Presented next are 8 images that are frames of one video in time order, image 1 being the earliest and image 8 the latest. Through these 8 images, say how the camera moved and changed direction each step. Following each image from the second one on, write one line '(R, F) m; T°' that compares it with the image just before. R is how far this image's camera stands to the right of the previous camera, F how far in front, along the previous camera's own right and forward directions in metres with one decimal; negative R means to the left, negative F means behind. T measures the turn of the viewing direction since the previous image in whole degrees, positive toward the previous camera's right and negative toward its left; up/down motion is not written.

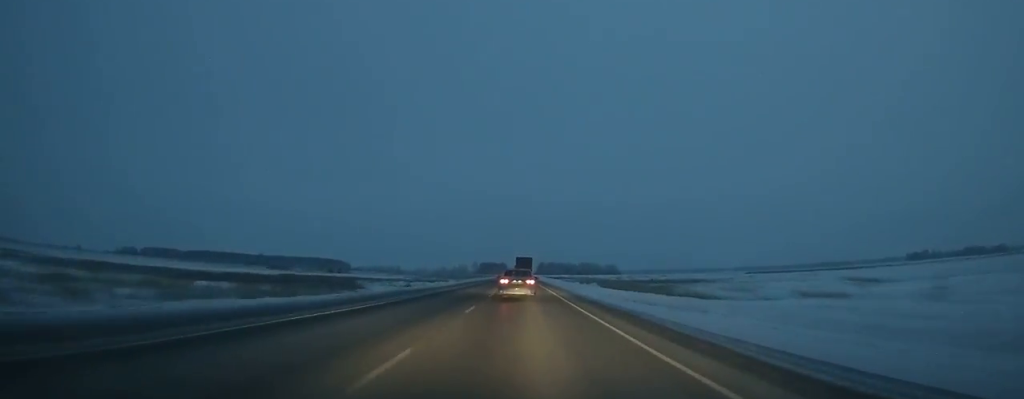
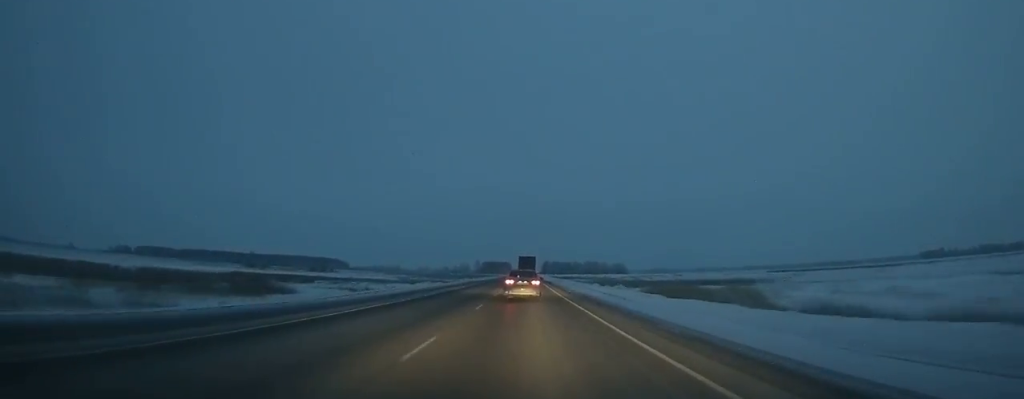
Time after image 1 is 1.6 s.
(-0.3, +33.5) m; 0°
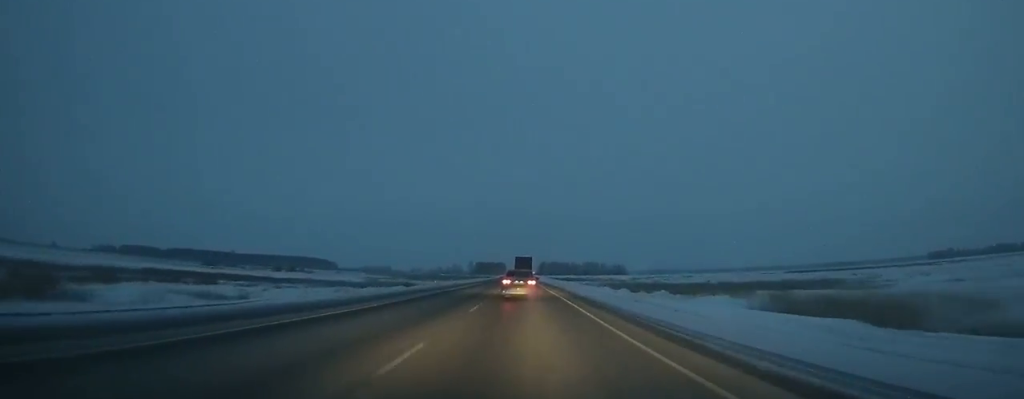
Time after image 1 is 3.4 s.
(+0.2, +37.0) m; 0°
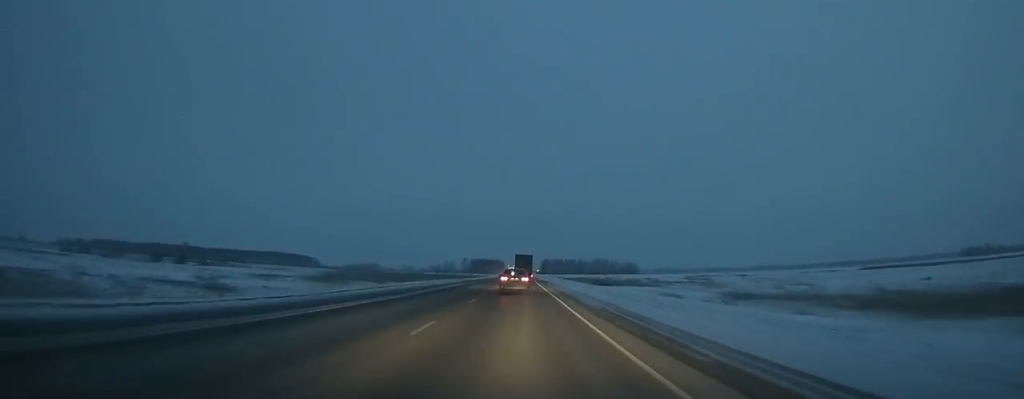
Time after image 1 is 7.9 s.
(+0.1, +91.7) m; 0°
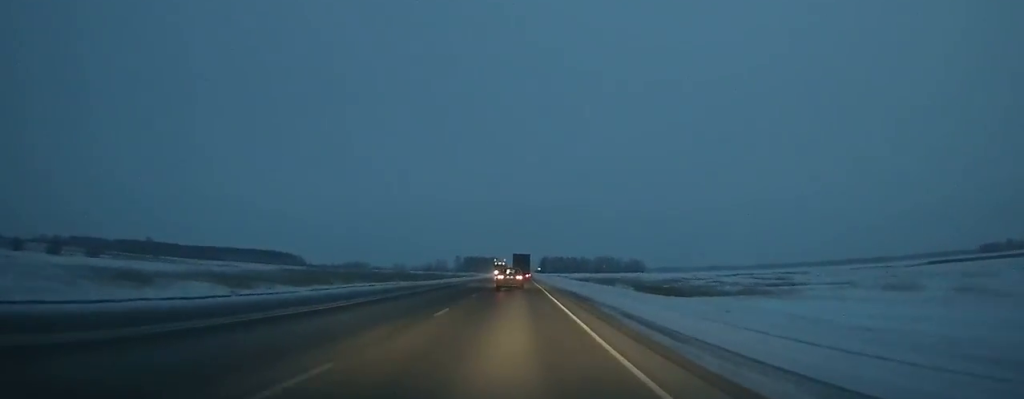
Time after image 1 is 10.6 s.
(0.0, +55.0) m; 0°
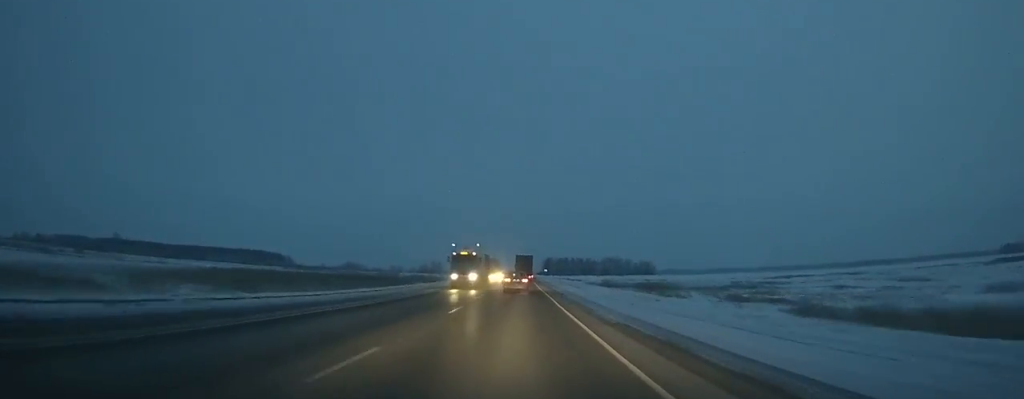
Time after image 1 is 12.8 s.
(0.0, +45.5) m; 0°
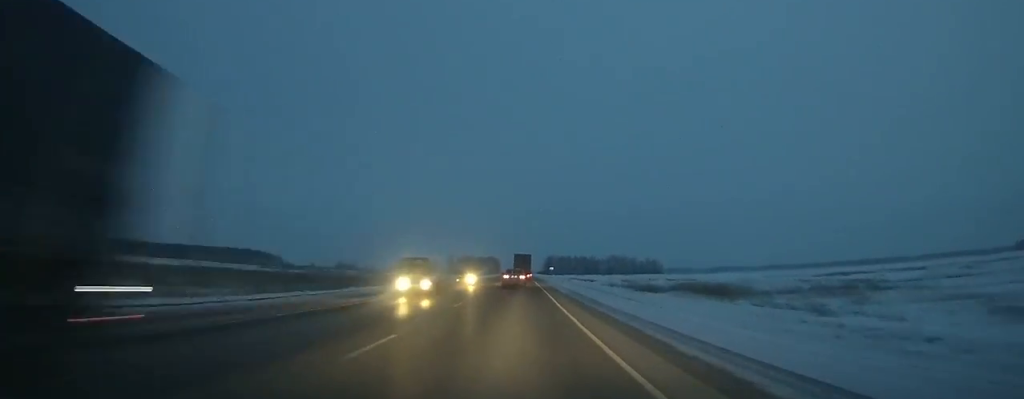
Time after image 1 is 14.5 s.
(0.0, +35.6) m; 0°
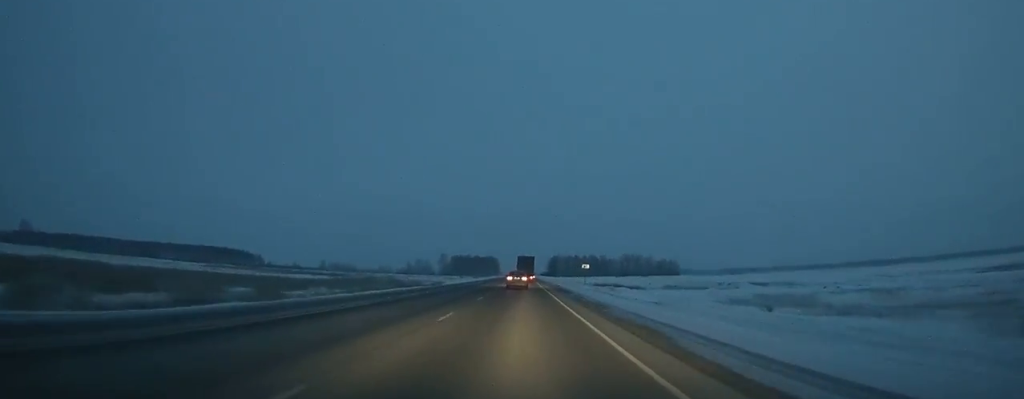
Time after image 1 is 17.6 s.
(-0.1, +66.3) m; 0°
